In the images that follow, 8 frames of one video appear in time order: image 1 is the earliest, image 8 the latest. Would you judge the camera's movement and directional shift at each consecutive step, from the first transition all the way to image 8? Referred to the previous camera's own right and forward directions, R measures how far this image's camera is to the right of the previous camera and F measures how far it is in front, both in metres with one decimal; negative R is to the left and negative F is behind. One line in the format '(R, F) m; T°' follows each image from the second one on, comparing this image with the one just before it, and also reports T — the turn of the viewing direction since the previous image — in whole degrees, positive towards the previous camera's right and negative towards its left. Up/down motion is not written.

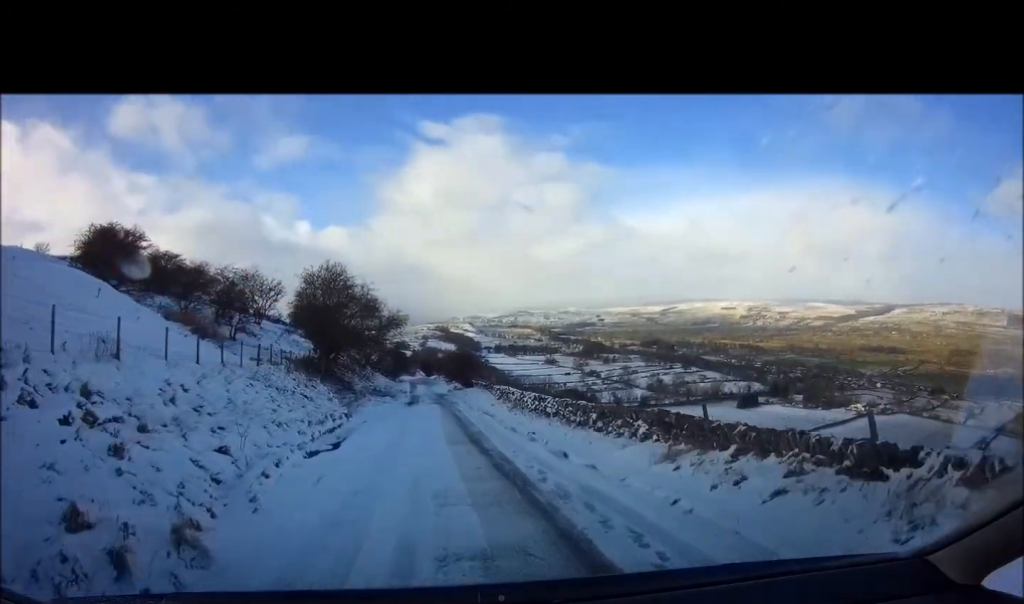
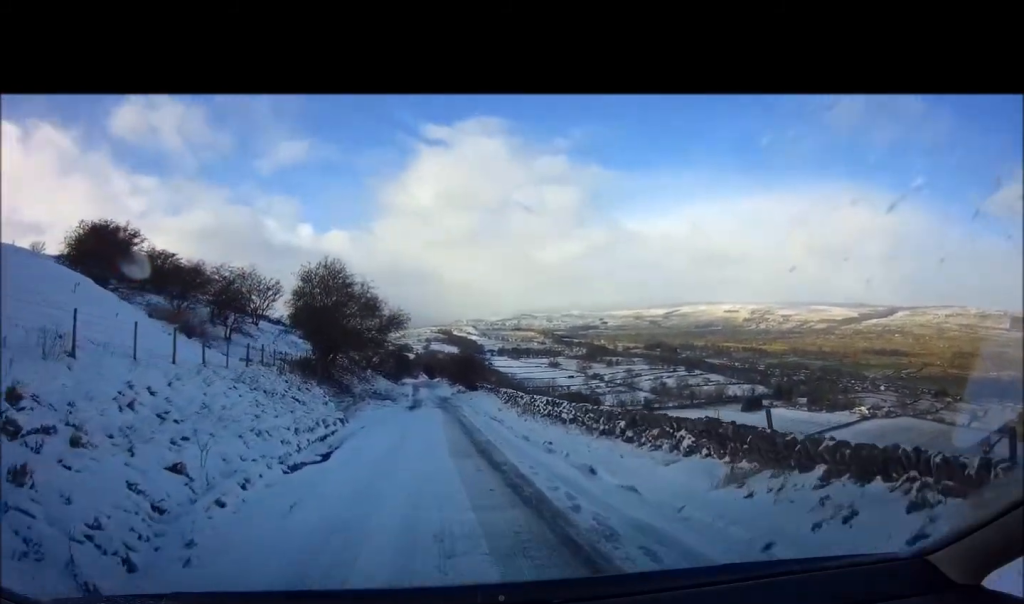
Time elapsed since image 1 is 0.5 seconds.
(-0.1, +1.7) m; -4°
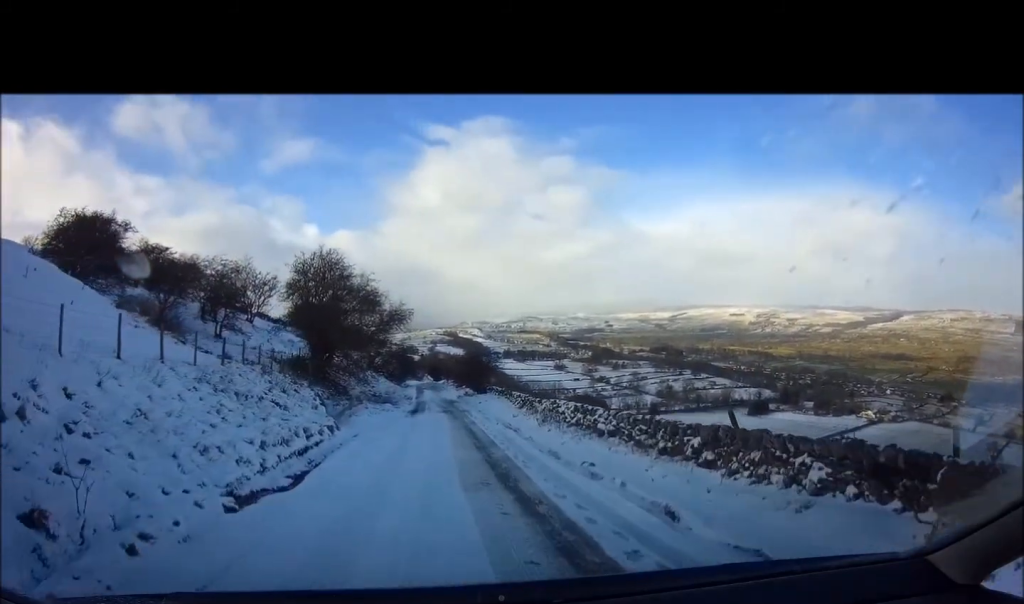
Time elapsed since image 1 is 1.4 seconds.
(0.0, +2.9) m; -1°
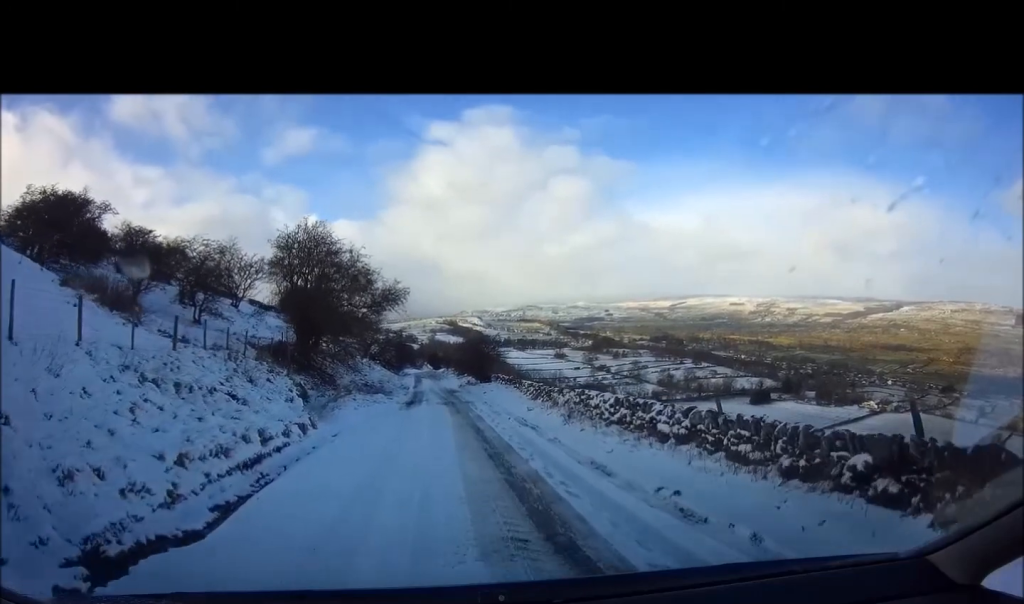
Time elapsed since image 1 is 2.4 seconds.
(0.0, +3.4) m; 0°
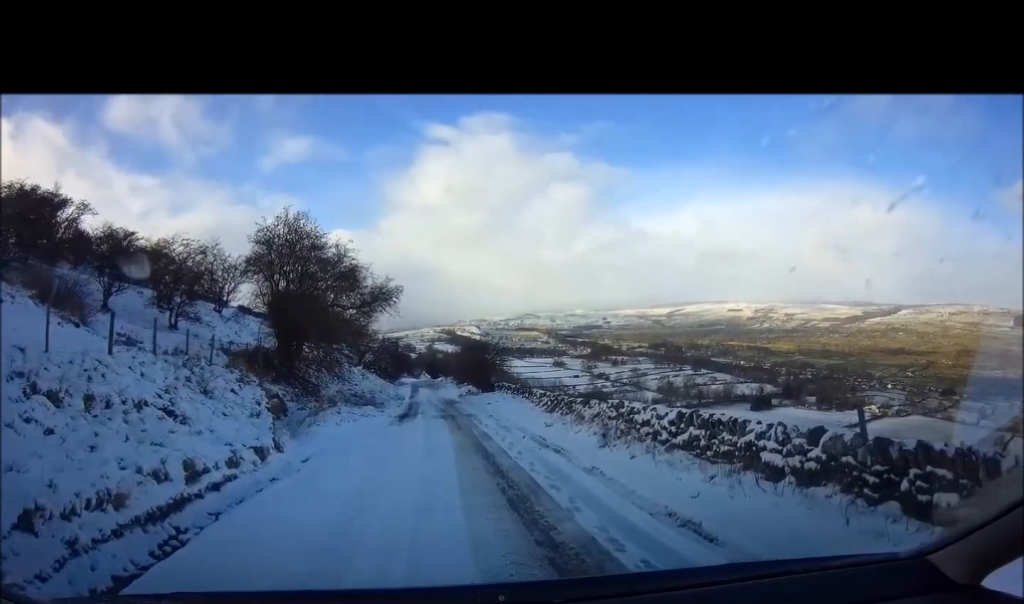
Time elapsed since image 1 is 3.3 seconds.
(0.0, +3.2) m; +5°
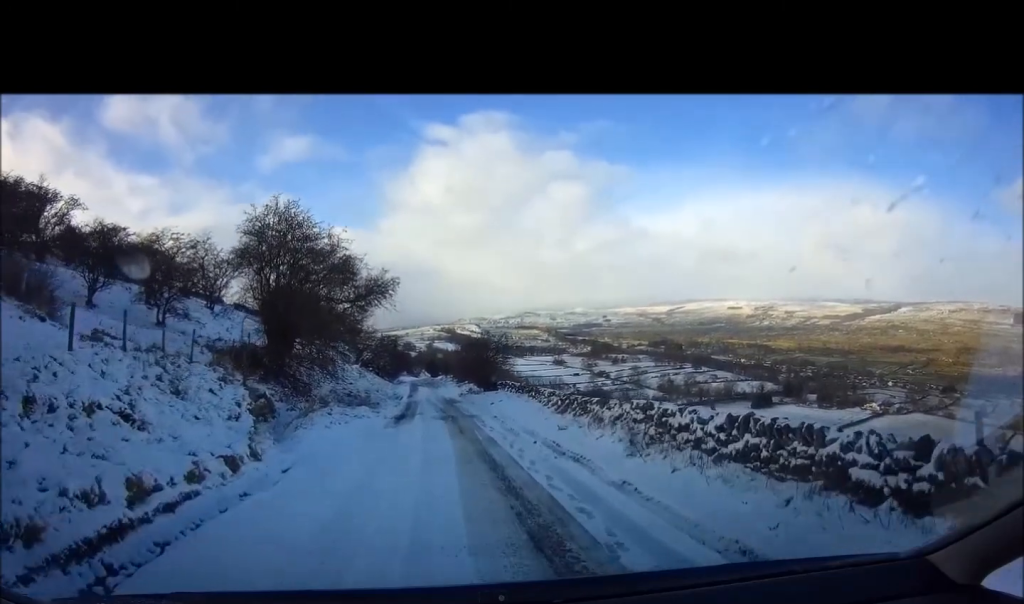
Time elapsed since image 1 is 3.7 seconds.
(0.0, +1.4) m; +2°
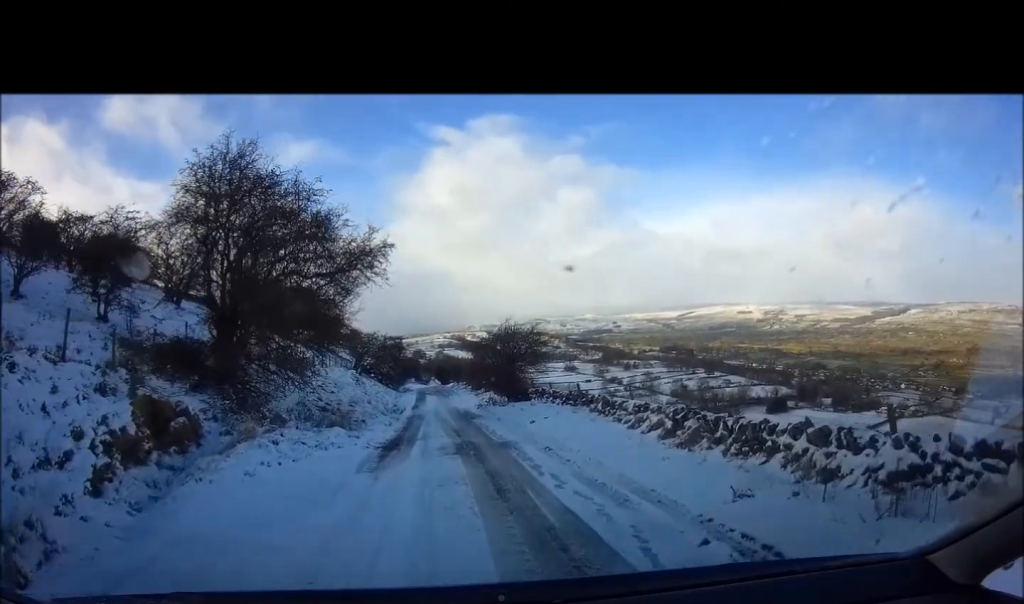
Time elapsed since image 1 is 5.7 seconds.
(0.0, +7.2) m; -6°
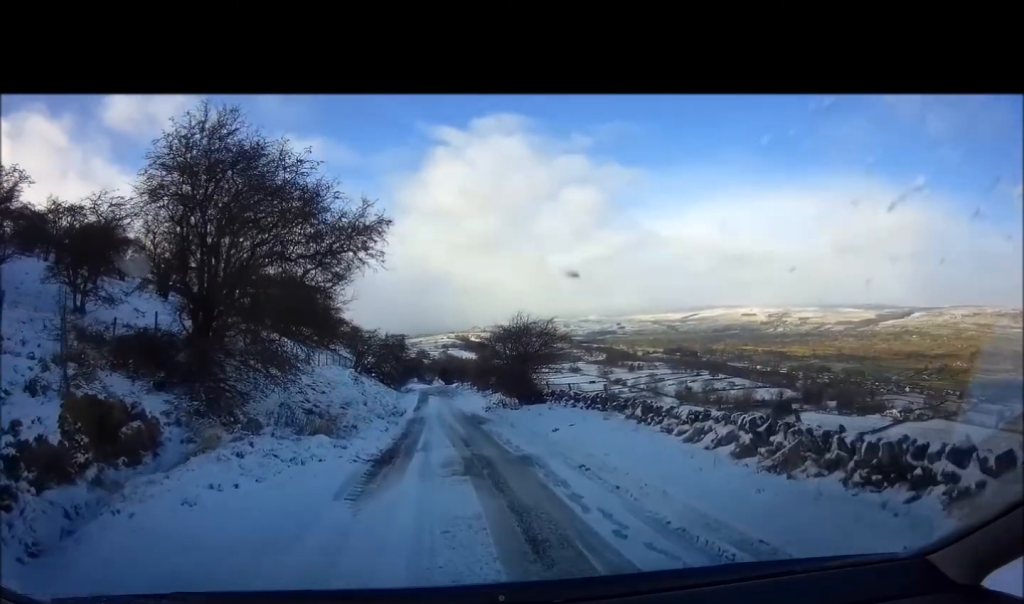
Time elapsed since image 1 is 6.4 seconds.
(0.0, +2.2) m; -1°
